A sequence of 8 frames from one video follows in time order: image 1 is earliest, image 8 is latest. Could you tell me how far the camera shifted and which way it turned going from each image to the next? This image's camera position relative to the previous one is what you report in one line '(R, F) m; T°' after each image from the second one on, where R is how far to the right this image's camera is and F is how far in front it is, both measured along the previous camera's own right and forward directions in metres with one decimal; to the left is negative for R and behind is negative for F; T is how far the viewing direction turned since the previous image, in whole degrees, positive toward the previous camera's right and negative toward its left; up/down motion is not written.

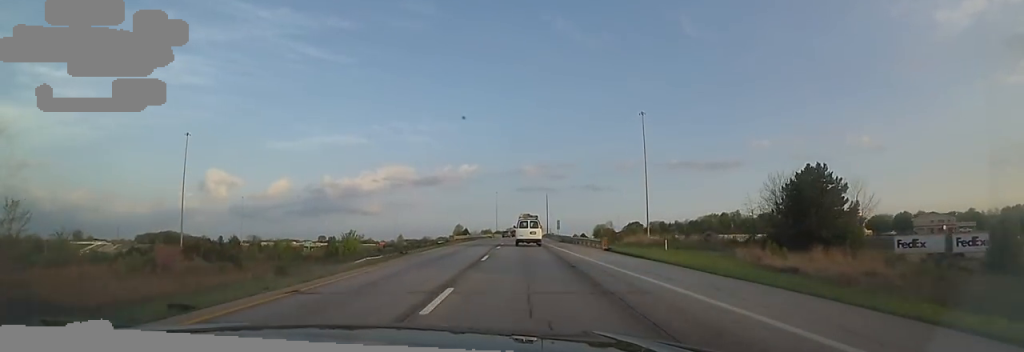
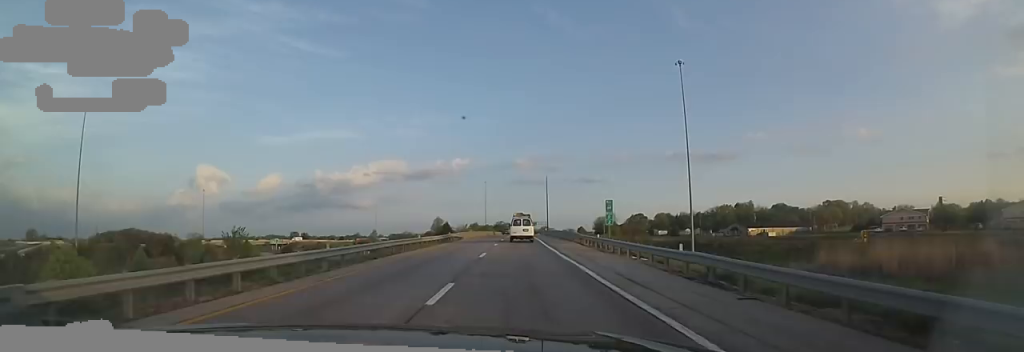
(+1.7, +44.8) m; +3°
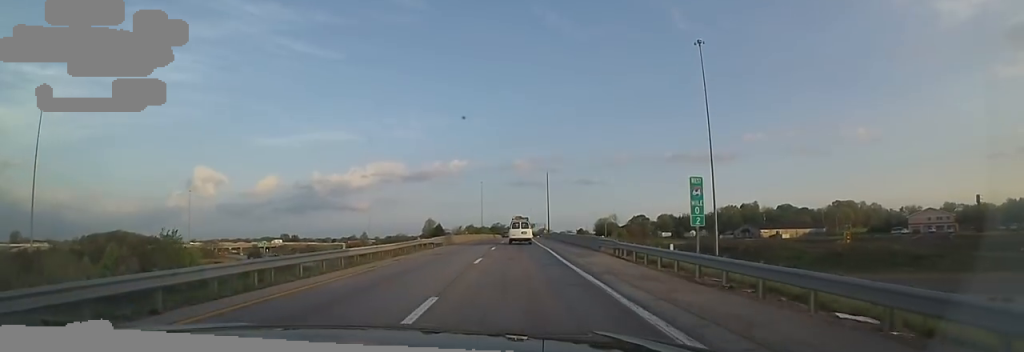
(0.0, +14.4) m; 0°
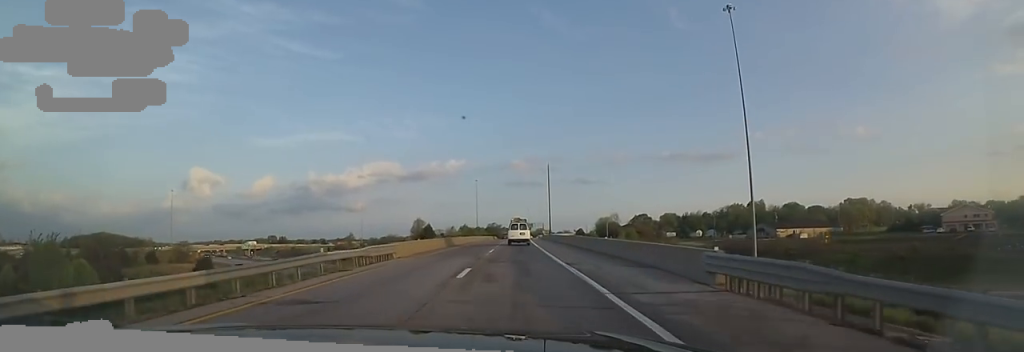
(-1.0, +16.7) m; 0°
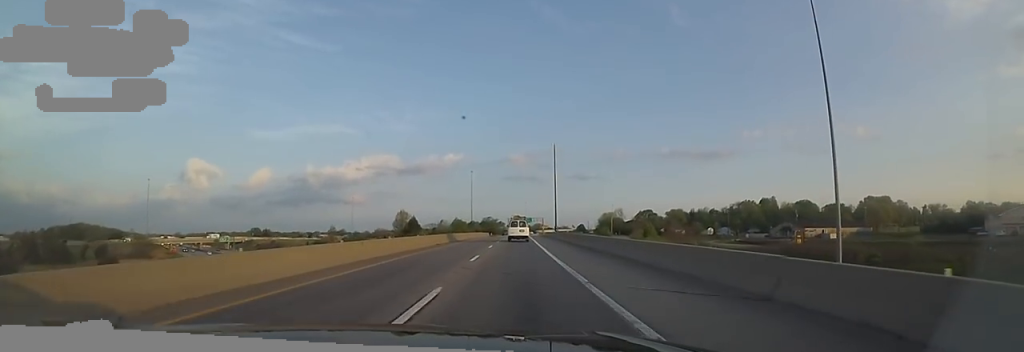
(+1.3, +22.3) m; 0°
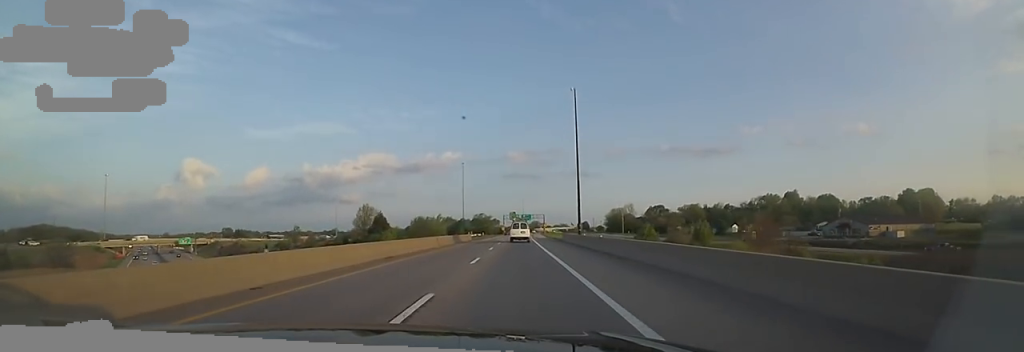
(-1.3, +36.0) m; -1°
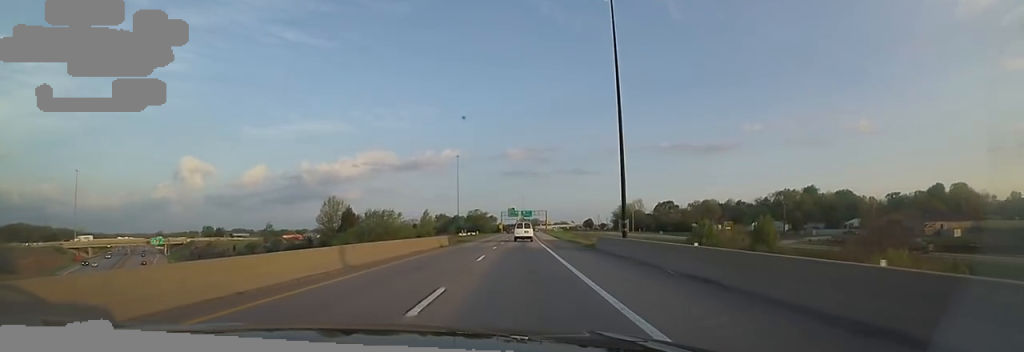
(+0.4, +23.5) m; +1°
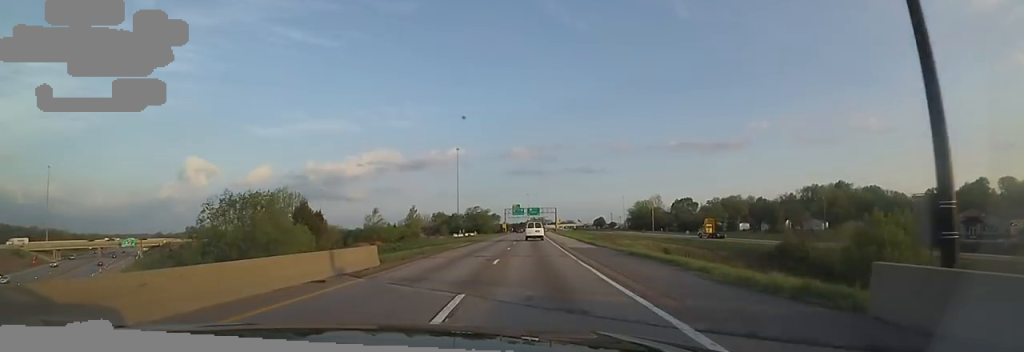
(0.0, +24.7) m; 0°
